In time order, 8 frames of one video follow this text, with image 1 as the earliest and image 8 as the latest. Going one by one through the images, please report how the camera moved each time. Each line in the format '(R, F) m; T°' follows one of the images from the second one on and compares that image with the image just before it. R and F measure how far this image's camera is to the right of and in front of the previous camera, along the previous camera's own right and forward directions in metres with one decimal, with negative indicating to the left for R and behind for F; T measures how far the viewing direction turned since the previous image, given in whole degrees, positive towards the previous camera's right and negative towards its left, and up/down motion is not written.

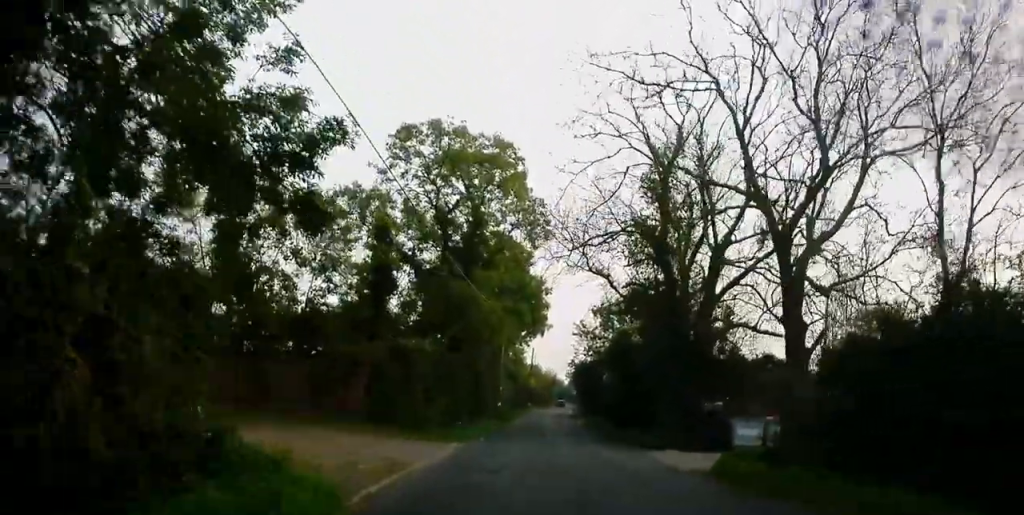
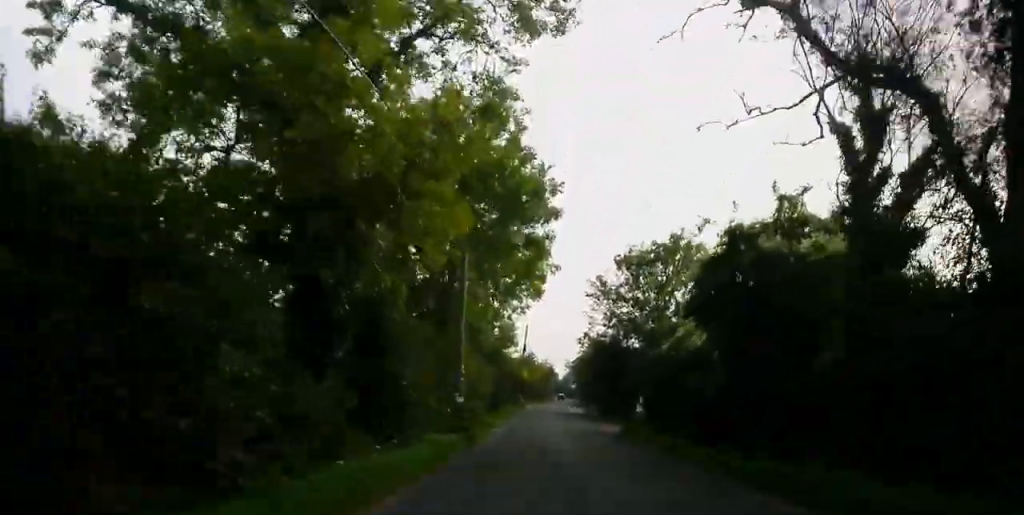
(+0.1, +25.1) m; +1°
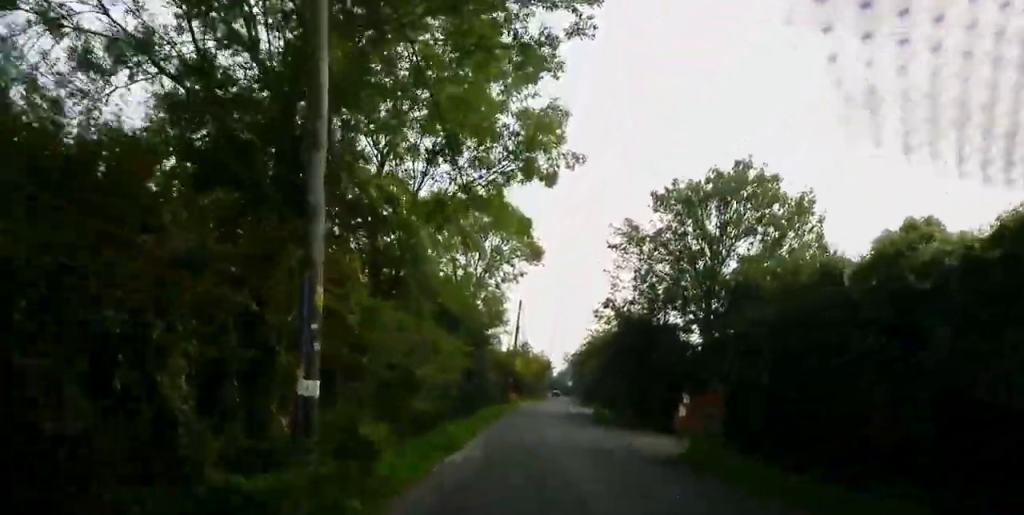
(+0.1, +16.4) m; 0°
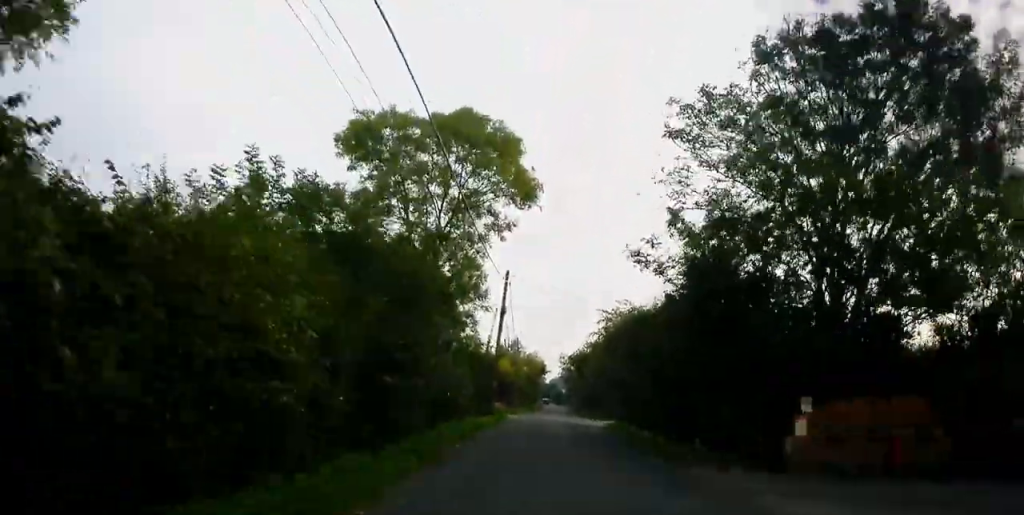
(0.0, +16.5) m; 0°
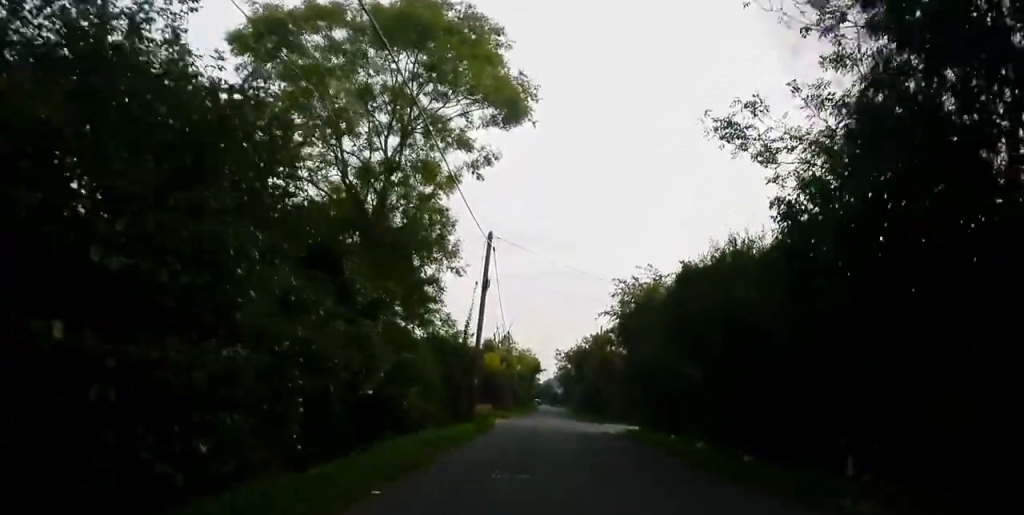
(0.0, +10.4) m; 0°
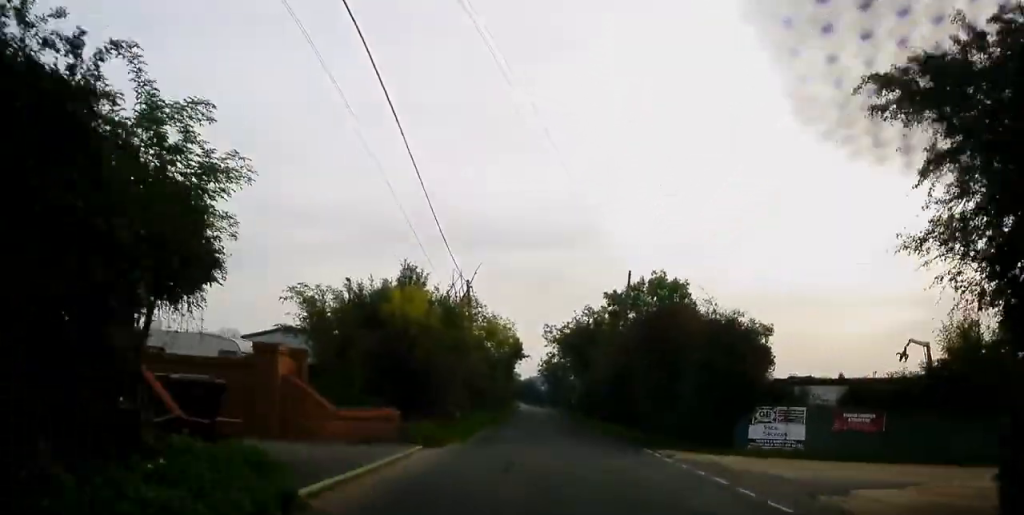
(+0.5, +31.4) m; +2°
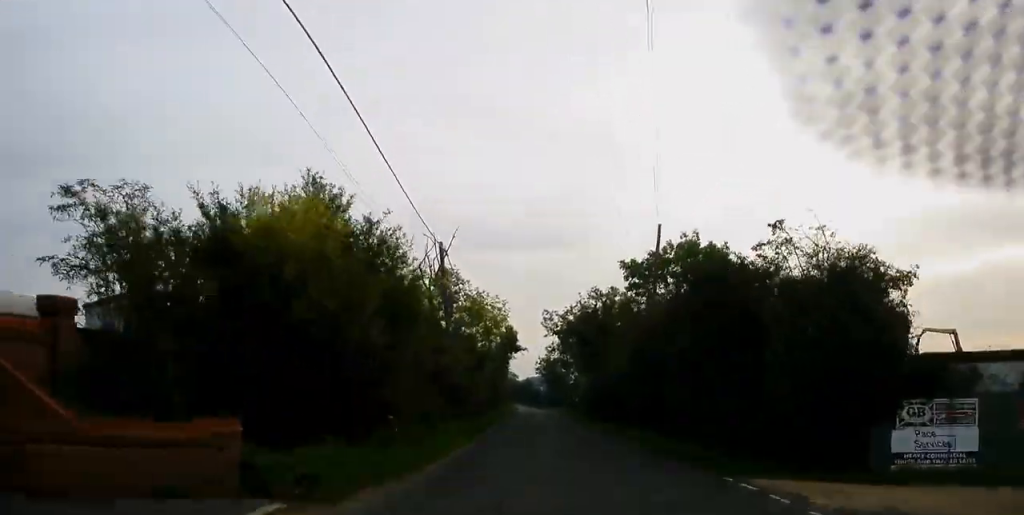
(+0.3, +11.2) m; 0°
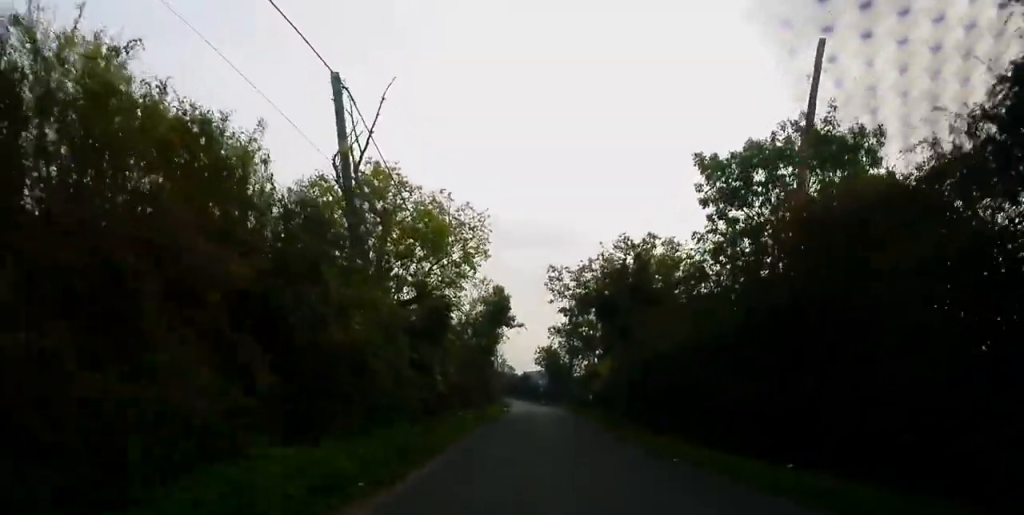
(-0.4, +17.4) m; -1°
